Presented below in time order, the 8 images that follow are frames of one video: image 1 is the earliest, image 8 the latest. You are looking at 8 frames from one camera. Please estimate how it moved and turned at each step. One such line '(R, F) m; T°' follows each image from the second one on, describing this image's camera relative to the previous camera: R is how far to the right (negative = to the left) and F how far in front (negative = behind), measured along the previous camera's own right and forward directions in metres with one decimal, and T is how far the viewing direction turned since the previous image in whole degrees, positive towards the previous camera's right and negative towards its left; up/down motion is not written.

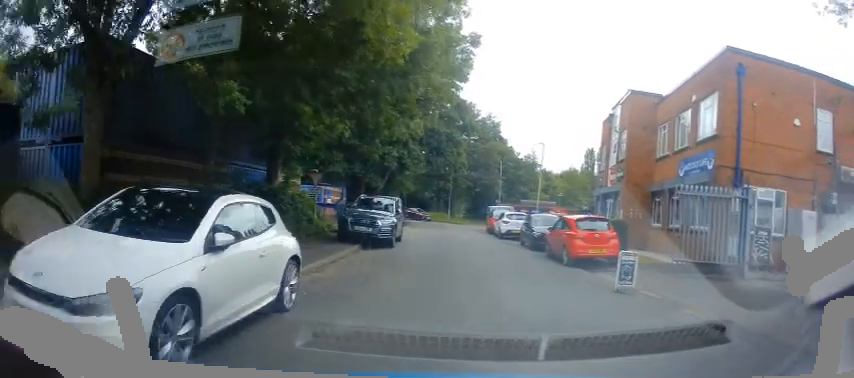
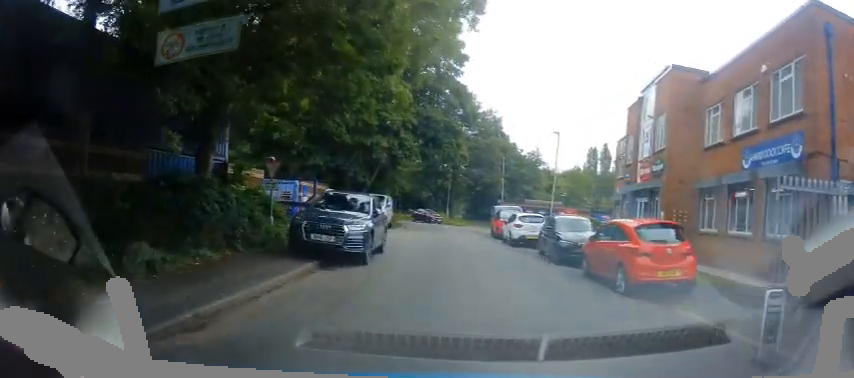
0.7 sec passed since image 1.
(-0.4, +5.1) m; 0°
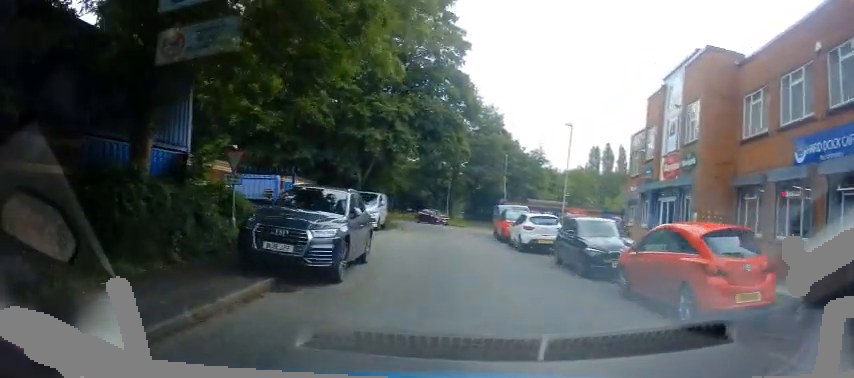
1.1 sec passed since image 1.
(+0.2, +2.9) m; +2°
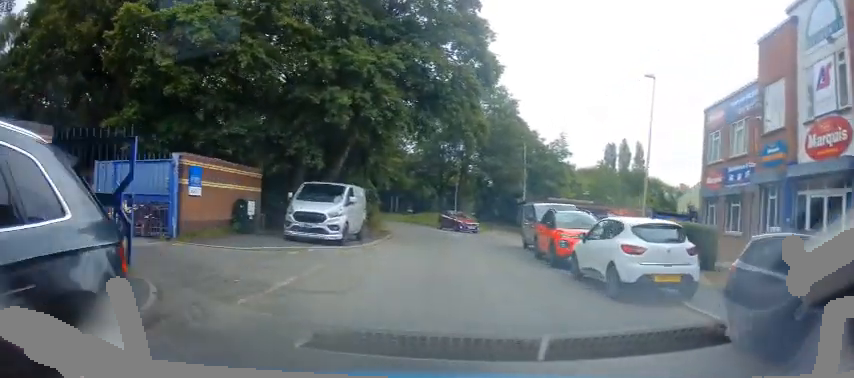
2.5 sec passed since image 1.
(+0.3, +9.4) m; -1°
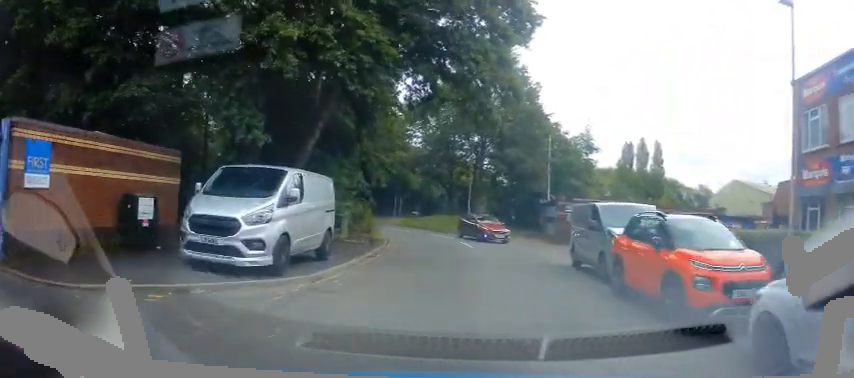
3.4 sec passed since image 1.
(-0.2, +6.8) m; +1°
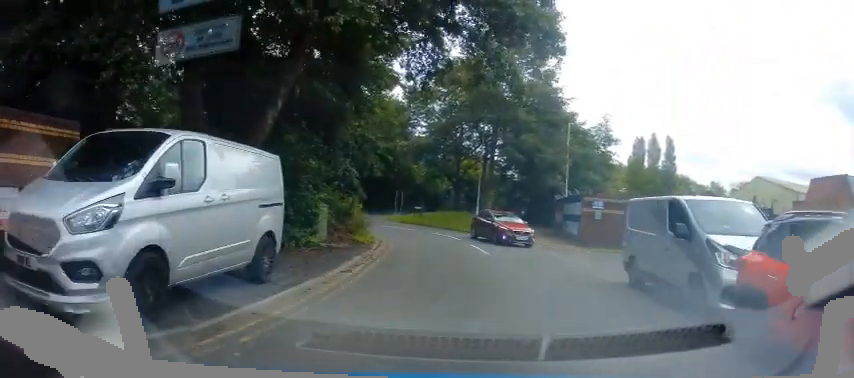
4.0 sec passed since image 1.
(+0.1, +4.2) m; -1°
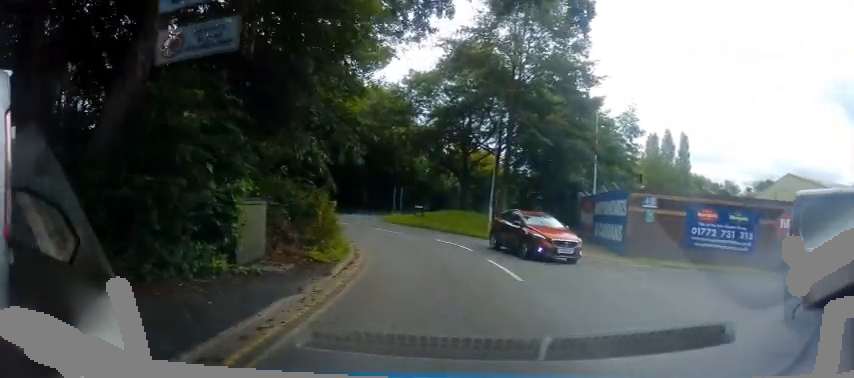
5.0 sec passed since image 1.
(+0.1, +5.9) m; -2°
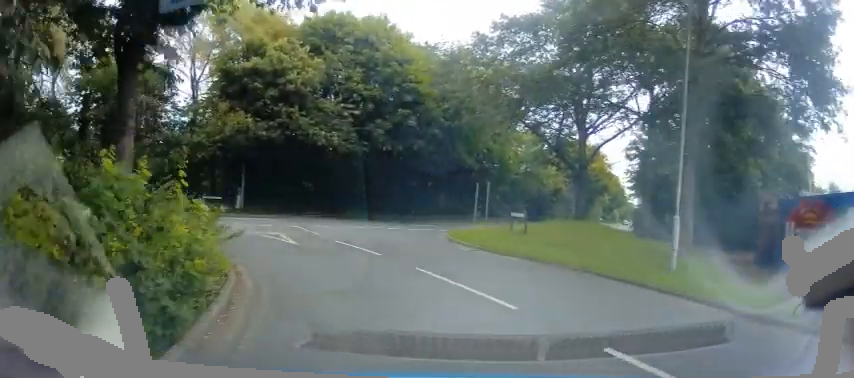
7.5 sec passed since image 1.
(-0.6, +14.5) m; -9°
